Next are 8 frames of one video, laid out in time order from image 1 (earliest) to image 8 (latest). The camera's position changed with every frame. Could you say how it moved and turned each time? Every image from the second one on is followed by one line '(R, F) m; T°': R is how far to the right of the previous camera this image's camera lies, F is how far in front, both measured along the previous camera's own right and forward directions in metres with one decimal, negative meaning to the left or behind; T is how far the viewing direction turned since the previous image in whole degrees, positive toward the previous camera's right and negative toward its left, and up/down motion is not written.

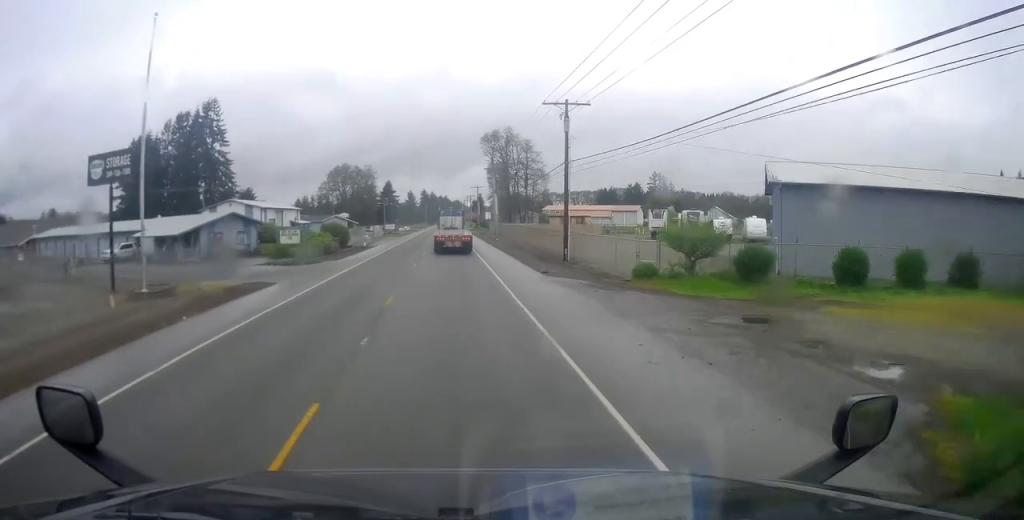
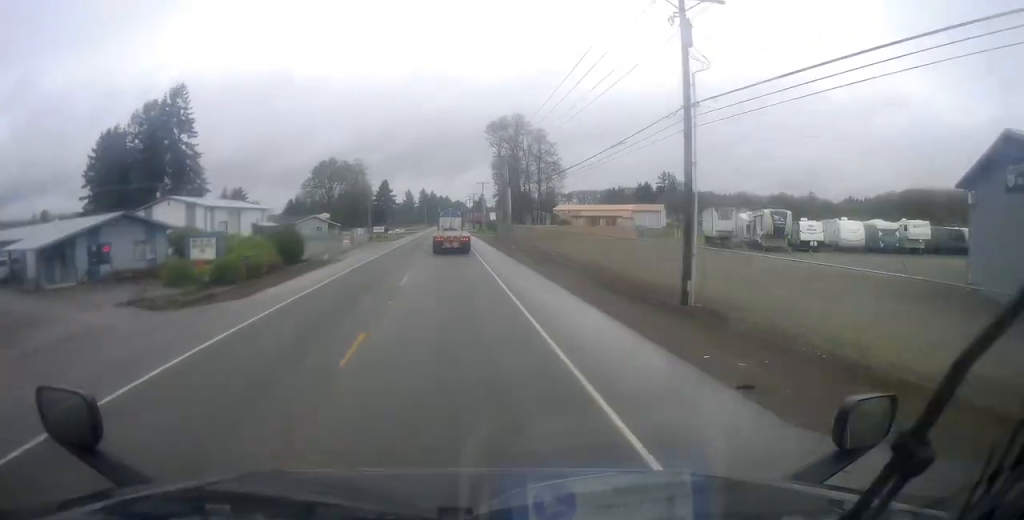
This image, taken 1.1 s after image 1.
(+0.2, +19.3) m; 0°
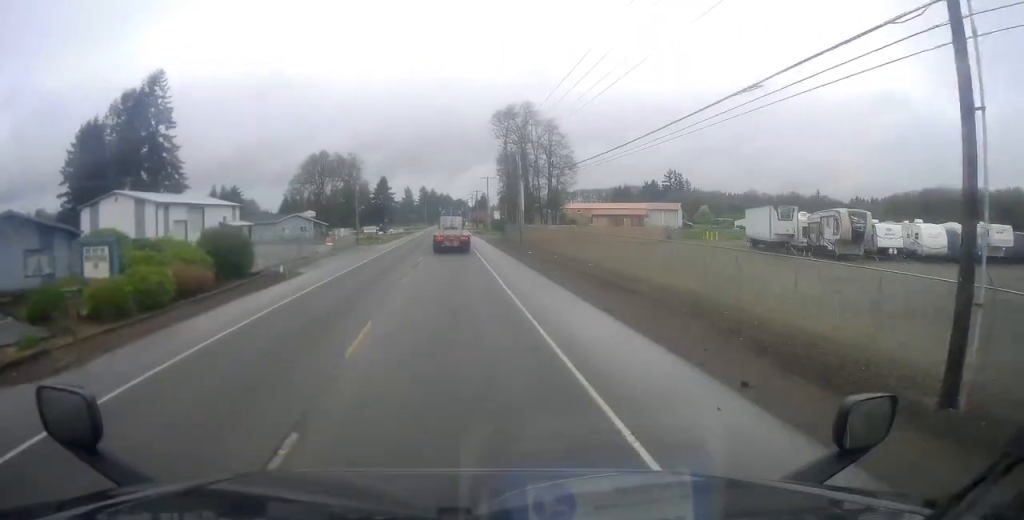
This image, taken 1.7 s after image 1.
(-0.4, +11.2) m; +1°
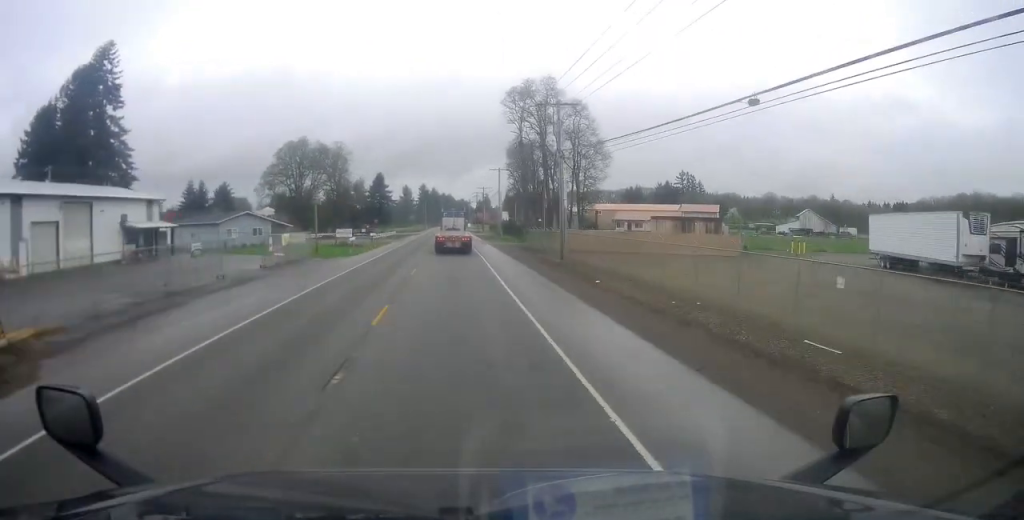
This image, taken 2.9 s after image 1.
(+0.8, +21.0) m; 0°
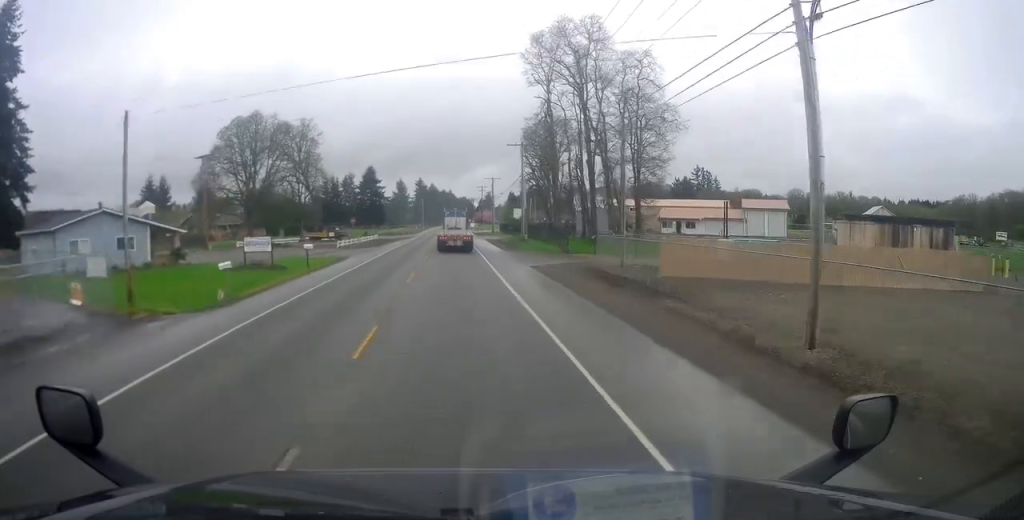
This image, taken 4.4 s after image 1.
(-0.4, +28.0) m; 0°
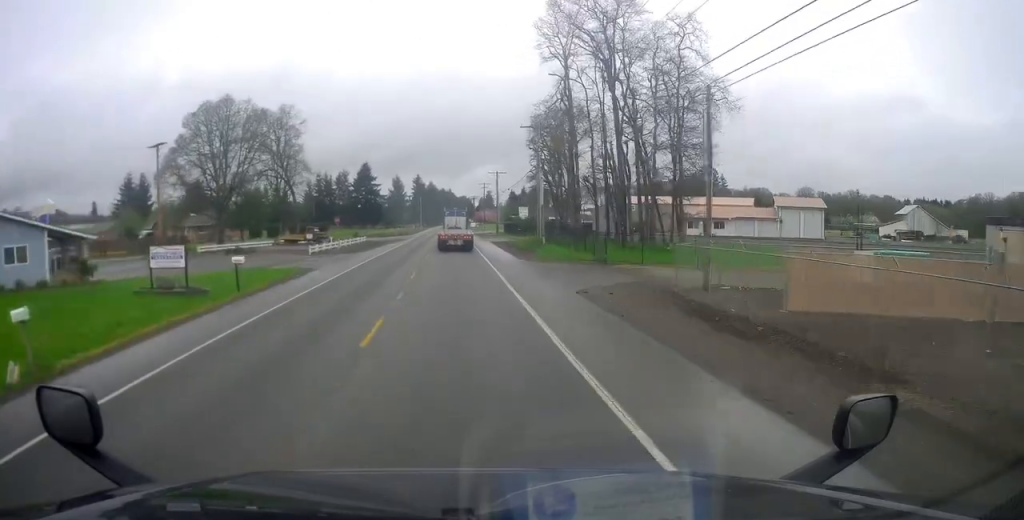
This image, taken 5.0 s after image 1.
(+0.1, +11.5) m; 0°
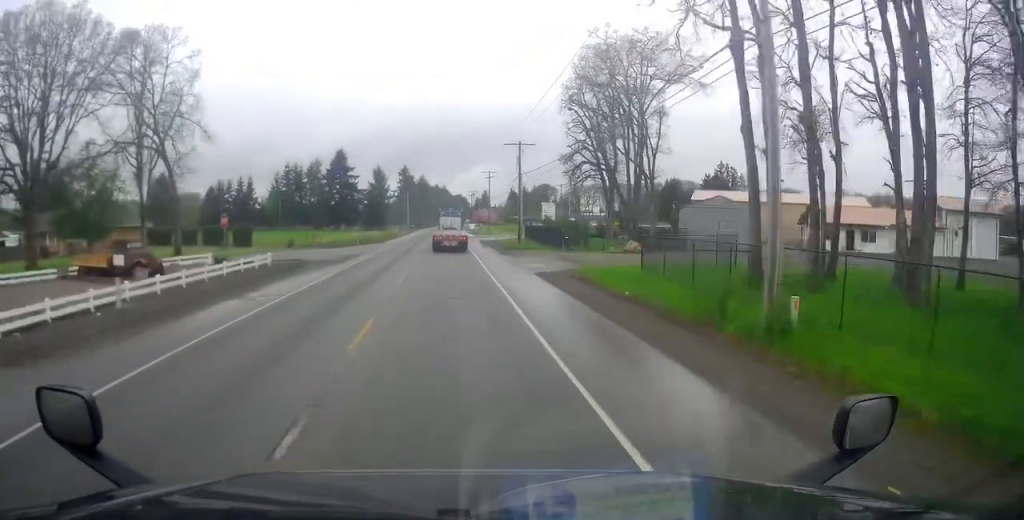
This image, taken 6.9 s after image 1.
(-0.1, +37.0) m; 0°
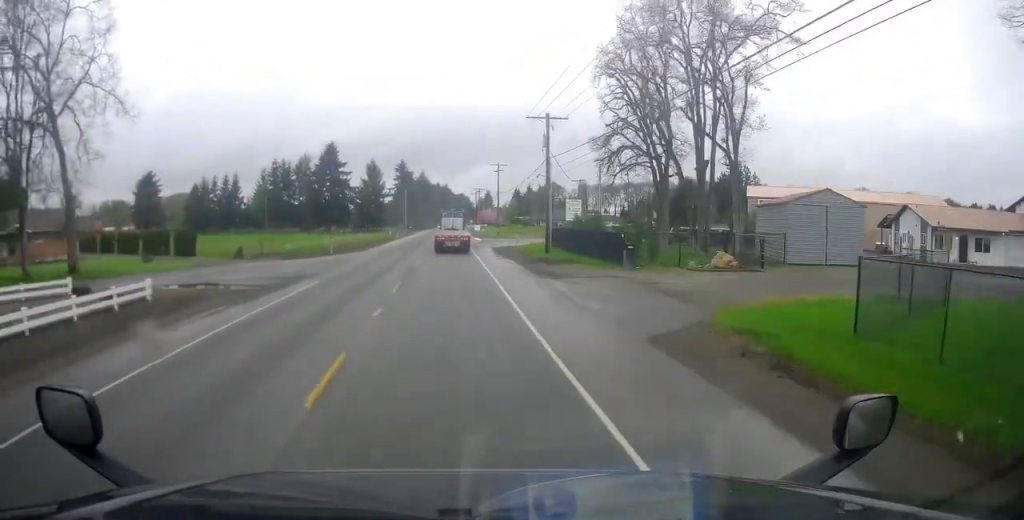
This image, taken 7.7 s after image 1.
(0.0, +16.0) m; -1°
